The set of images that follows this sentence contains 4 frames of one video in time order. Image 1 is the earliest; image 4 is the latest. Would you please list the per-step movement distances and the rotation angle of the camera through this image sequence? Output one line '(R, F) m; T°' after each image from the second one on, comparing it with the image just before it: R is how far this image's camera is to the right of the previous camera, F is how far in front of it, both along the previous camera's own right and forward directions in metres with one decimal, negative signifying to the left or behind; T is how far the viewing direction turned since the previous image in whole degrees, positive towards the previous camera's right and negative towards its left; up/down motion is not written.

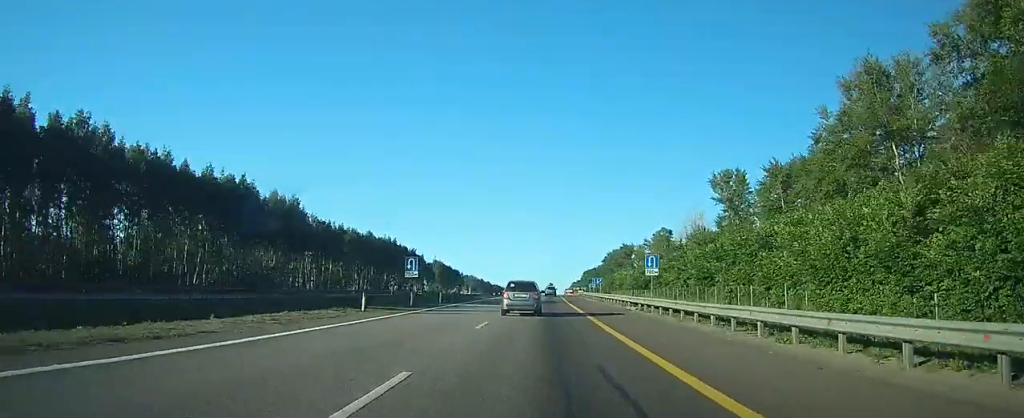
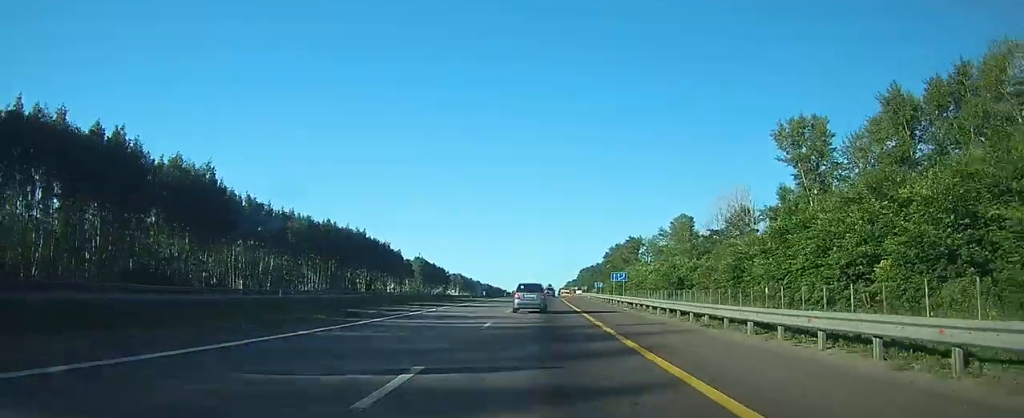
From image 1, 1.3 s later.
(+0.3, +35.1) m; +1°
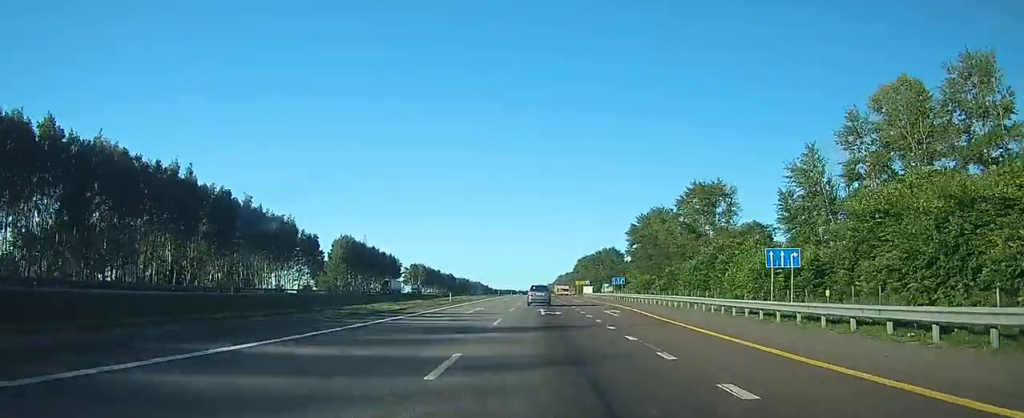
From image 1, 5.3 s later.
(+1.5, +104.5) m; +1°
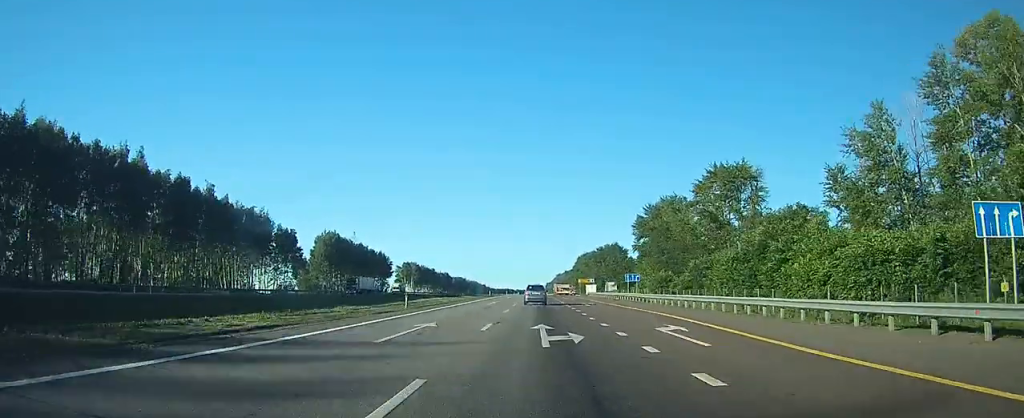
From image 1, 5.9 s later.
(0.0, +14.8) m; 0°
